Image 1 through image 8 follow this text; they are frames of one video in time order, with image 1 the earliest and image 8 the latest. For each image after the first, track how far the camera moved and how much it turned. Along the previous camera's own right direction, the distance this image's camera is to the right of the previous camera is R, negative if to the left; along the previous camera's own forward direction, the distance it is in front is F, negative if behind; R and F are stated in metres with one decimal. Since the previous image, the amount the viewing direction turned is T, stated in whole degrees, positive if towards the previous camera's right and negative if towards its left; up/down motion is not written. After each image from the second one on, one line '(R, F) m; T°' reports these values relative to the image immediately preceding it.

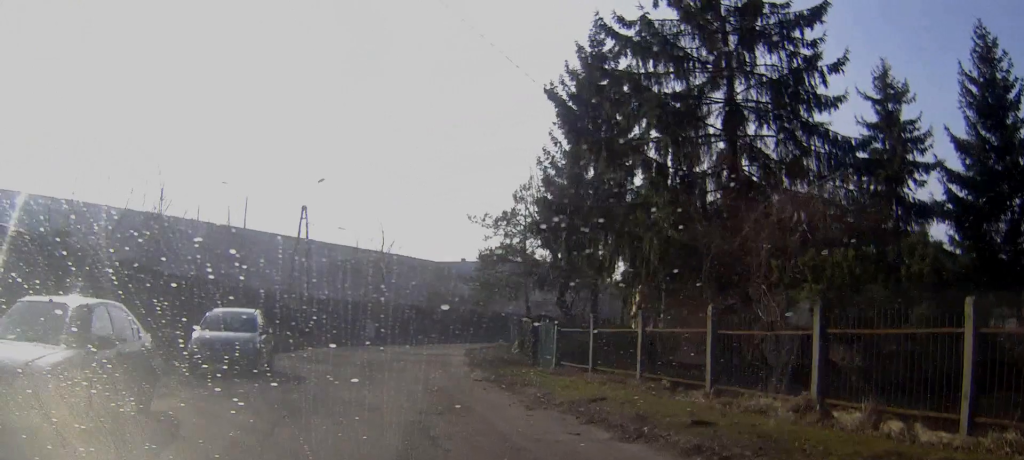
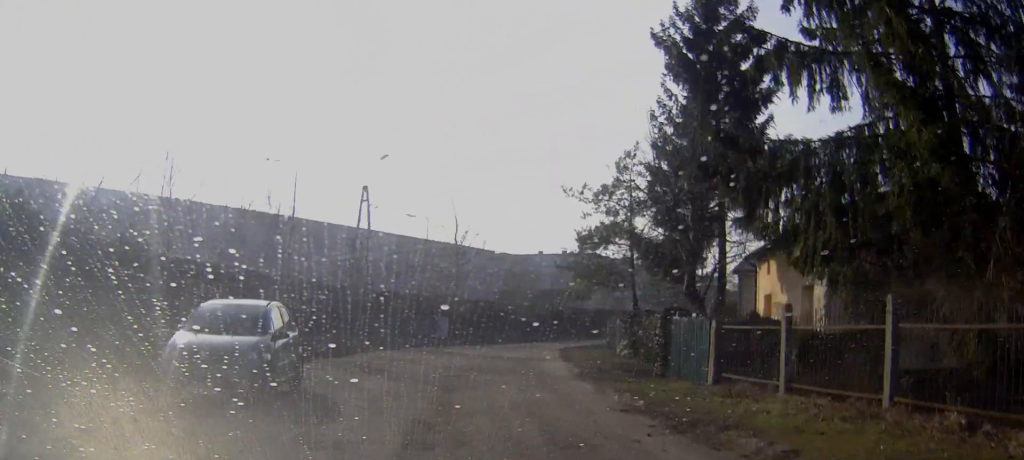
(+0.1, +9.0) m; +3°
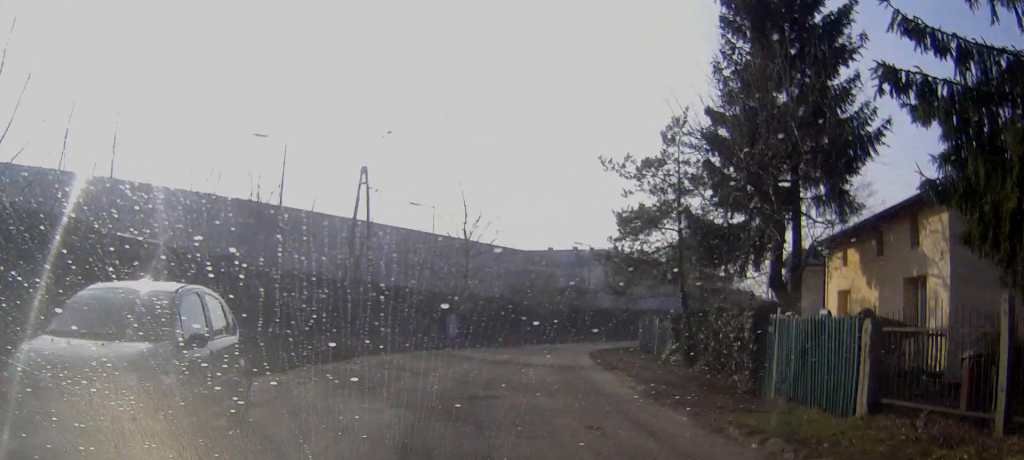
(-0.1, +8.1) m; 0°
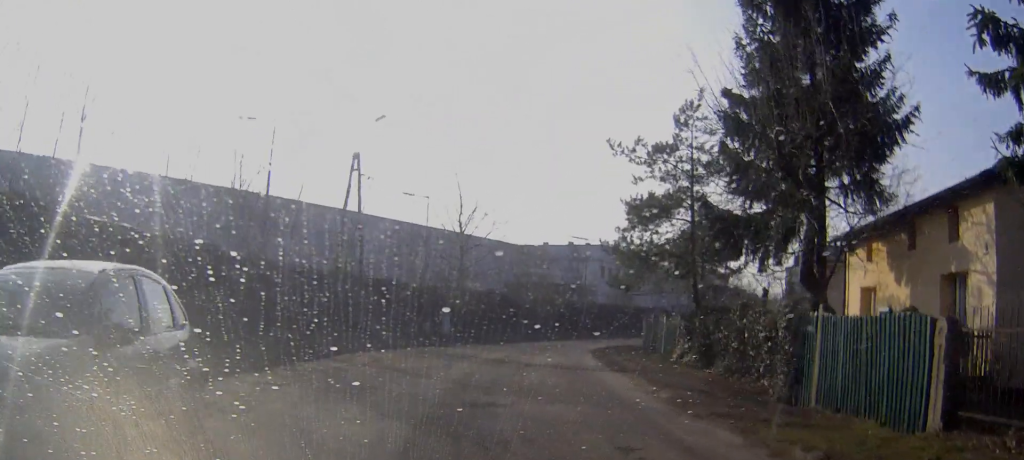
(0.0, +2.4) m; 0°
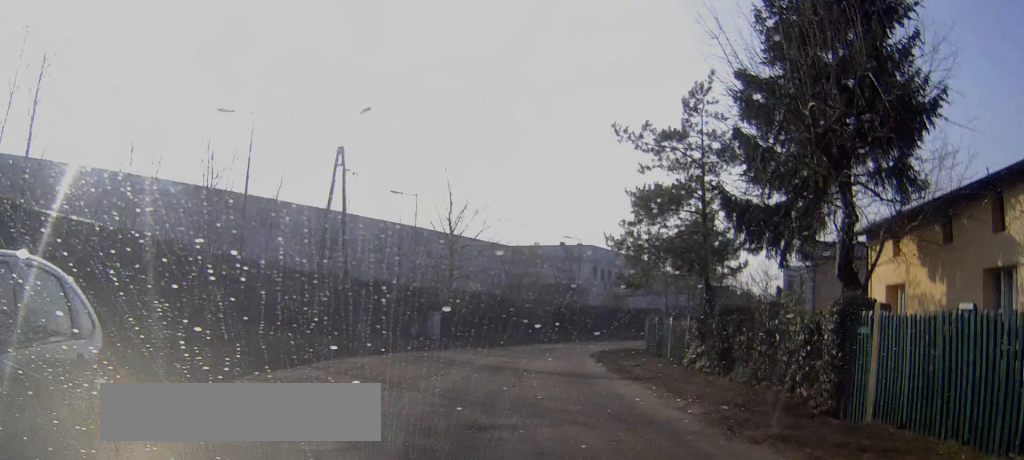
(0.0, +2.5) m; 0°
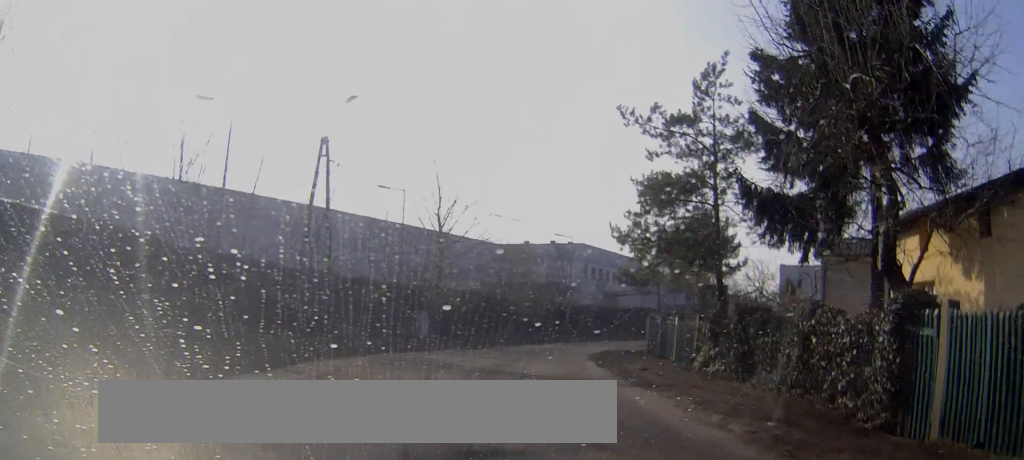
(0.0, +2.2) m; -1°
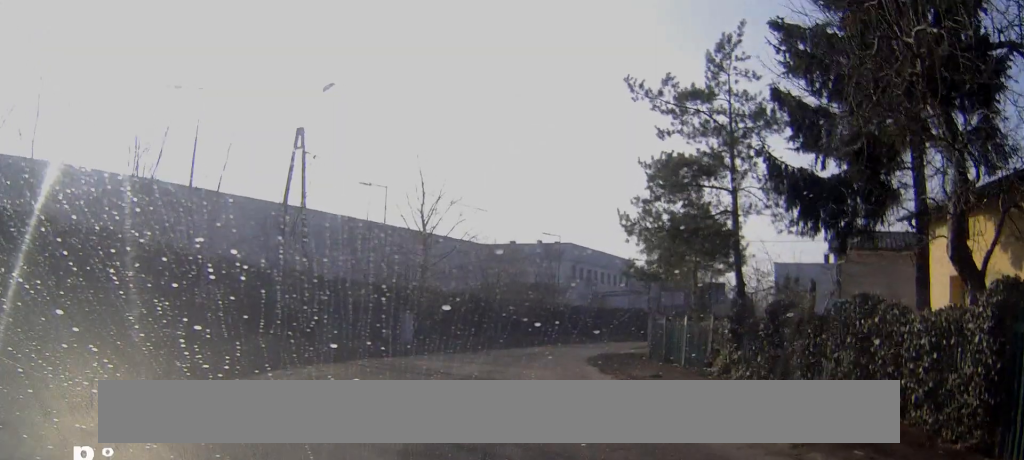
(0.0, +3.1) m; 0°
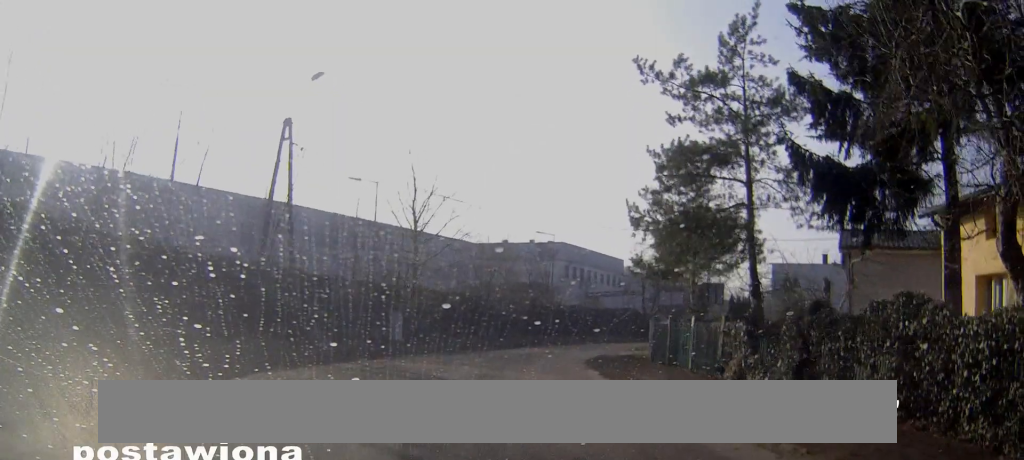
(0.0, +1.8) m; 0°
